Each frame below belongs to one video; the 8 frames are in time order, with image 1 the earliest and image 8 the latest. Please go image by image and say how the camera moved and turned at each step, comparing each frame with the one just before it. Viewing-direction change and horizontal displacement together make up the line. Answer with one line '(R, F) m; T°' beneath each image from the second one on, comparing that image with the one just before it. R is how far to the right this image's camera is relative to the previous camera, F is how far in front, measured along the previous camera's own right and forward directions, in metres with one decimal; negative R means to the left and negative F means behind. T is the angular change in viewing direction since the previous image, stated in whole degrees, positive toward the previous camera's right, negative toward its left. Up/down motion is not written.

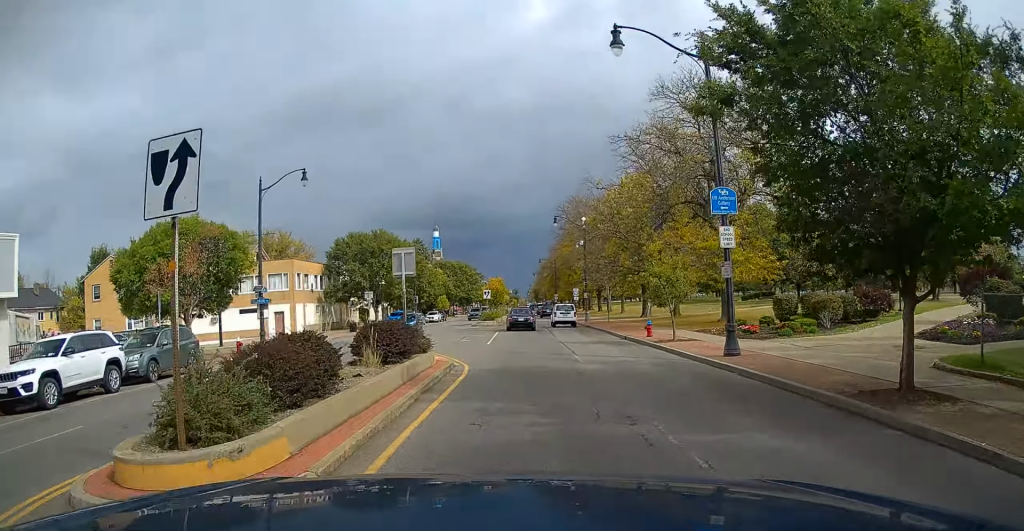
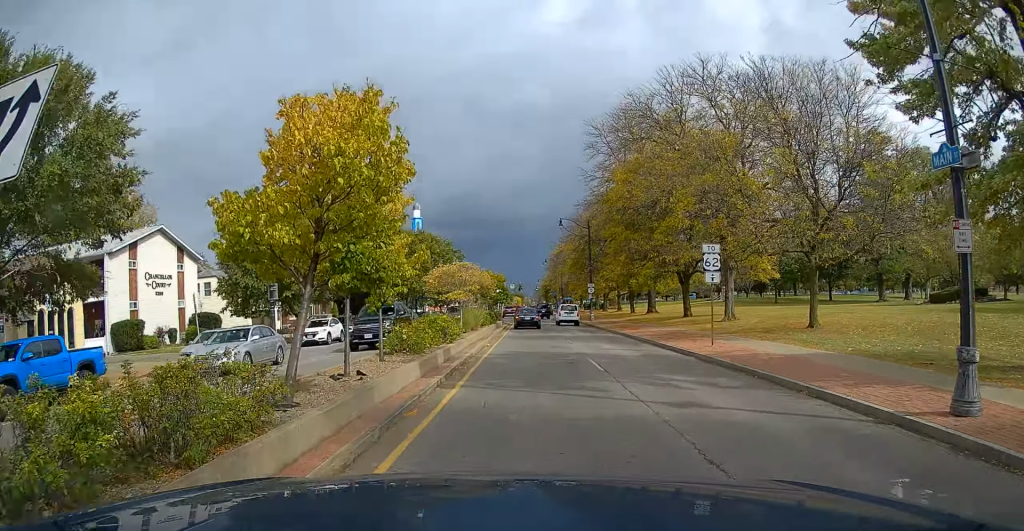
(+0.7, +51.7) m; +1°
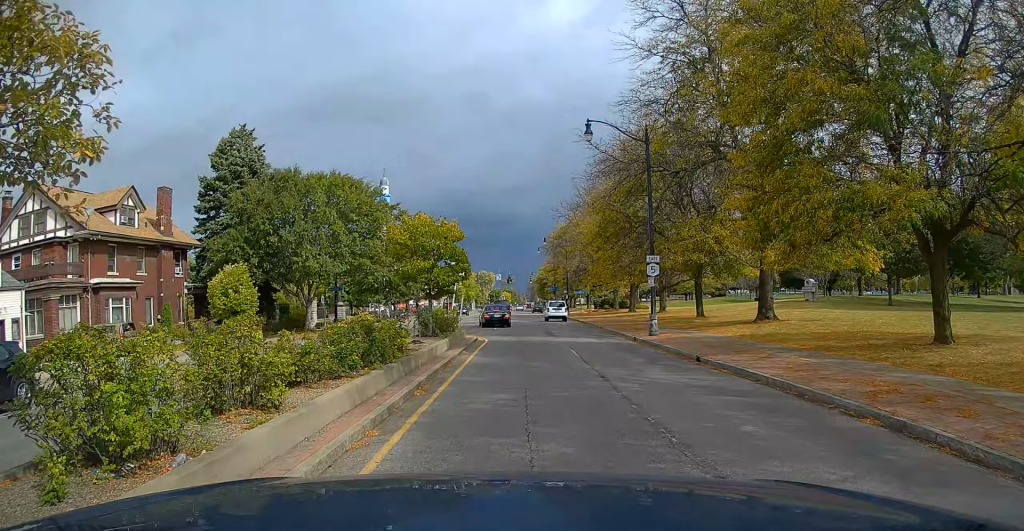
(+0.2, +31.8) m; 0°
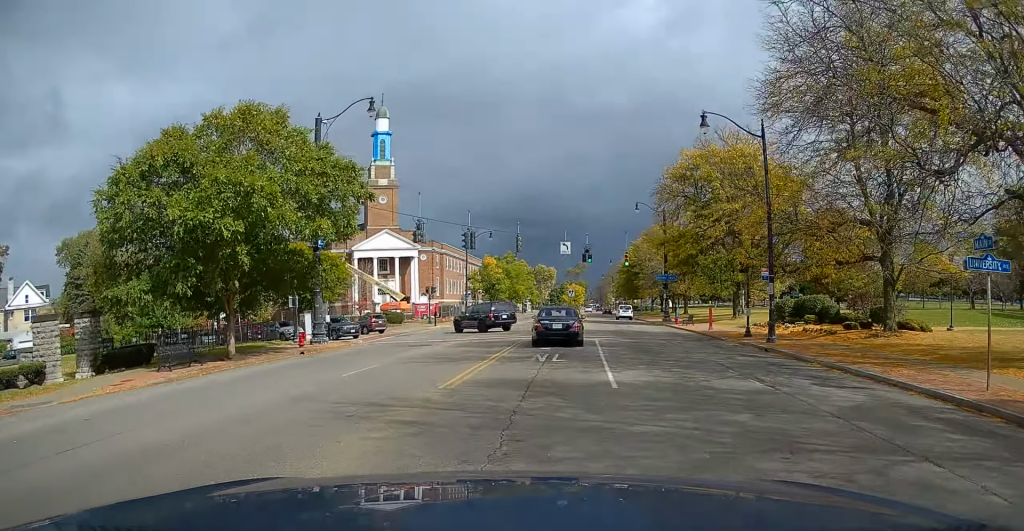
(-2.3, +52.8) m; -4°
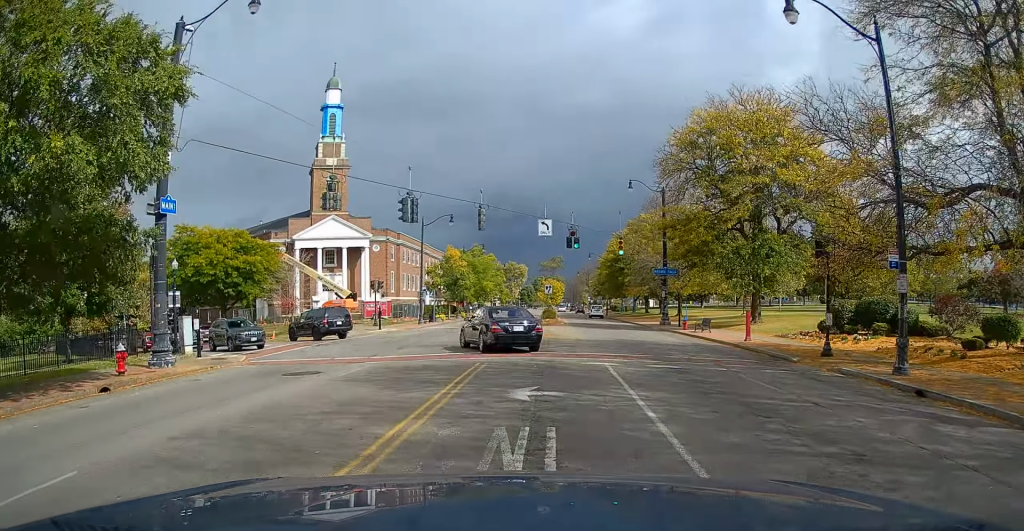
(+0.2, +12.3) m; -8°
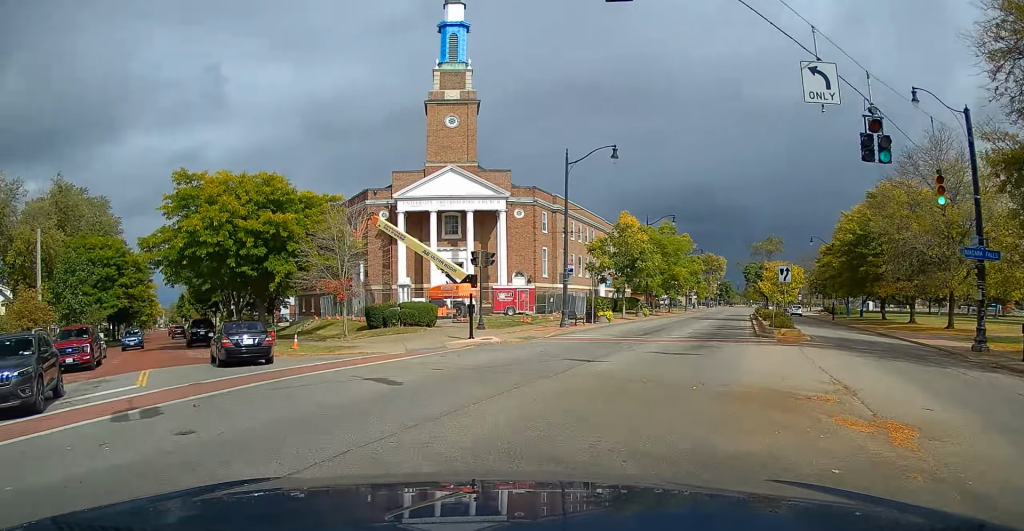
(-3.7, +24.5) m; -21°
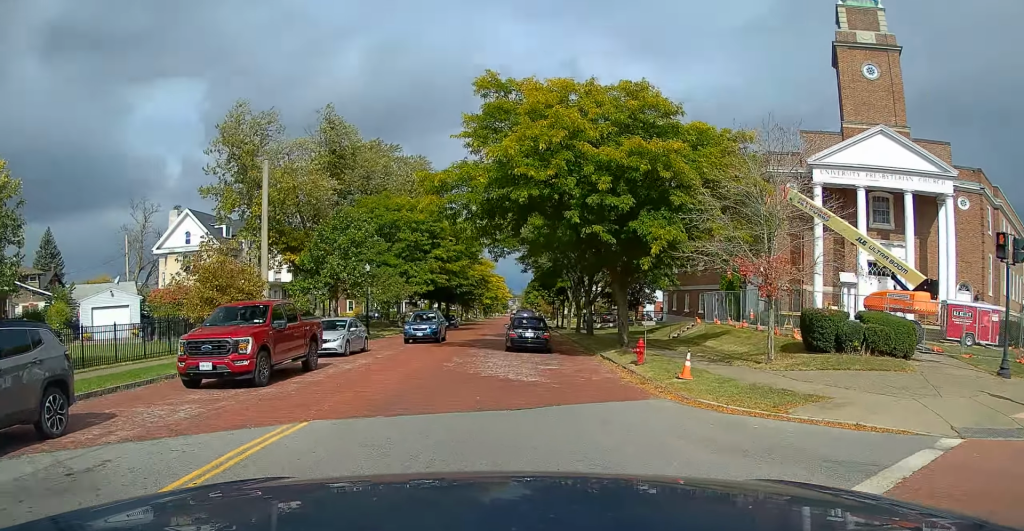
(-3.0, +17.0) m; -12°
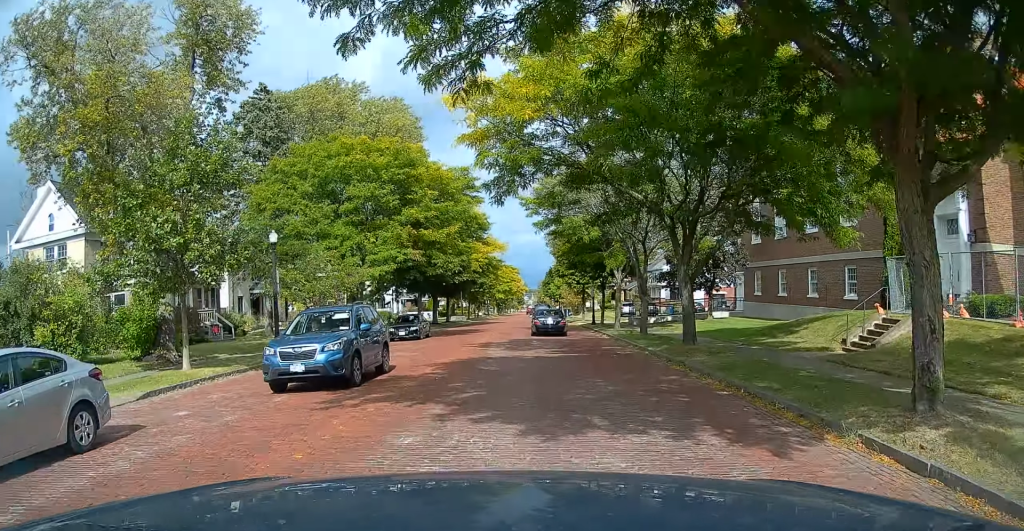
(-0.1, +19.8) m; -5°
